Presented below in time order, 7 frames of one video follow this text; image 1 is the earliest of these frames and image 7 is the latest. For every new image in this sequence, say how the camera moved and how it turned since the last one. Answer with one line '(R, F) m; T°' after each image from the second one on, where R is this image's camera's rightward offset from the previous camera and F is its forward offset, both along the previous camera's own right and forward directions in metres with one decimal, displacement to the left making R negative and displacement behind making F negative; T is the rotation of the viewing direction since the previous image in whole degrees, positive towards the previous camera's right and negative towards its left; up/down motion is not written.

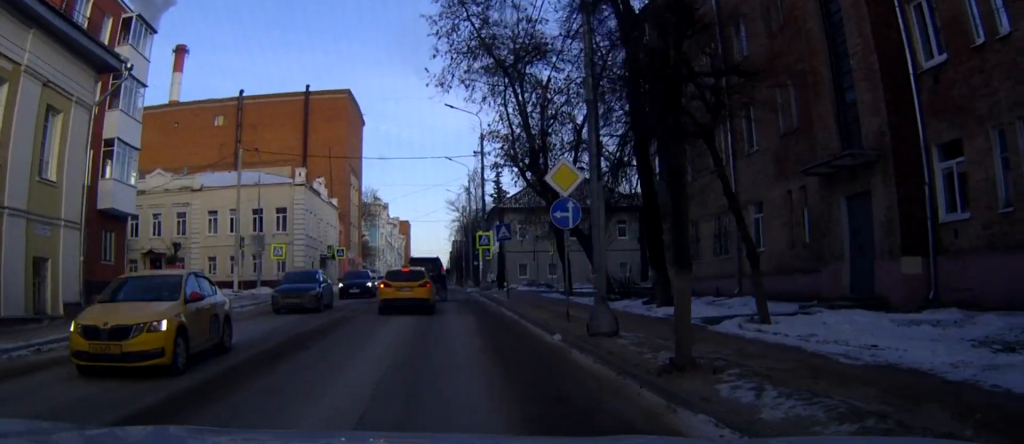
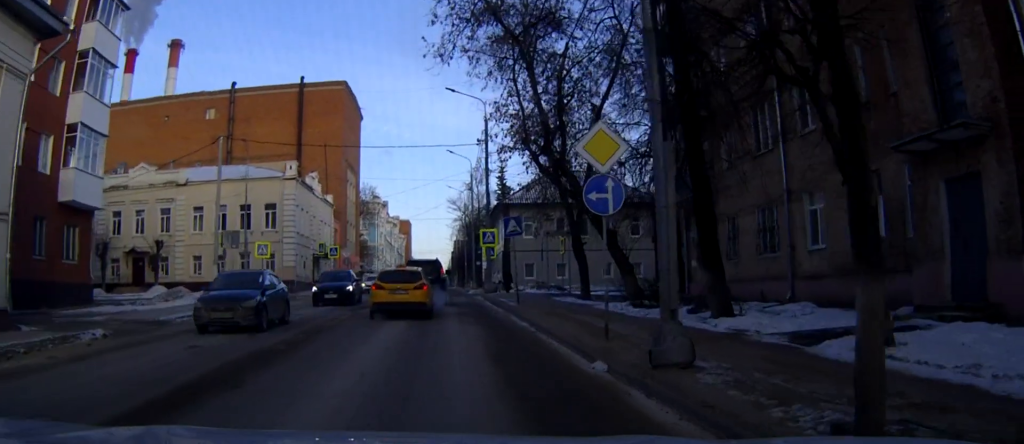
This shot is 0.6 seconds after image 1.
(0.0, +4.1) m; 0°
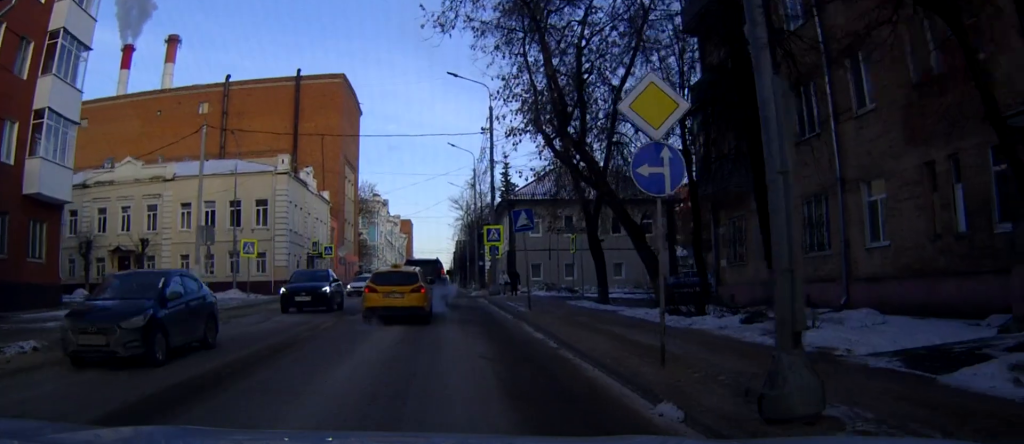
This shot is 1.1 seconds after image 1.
(0.0, +3.2) m; -1°
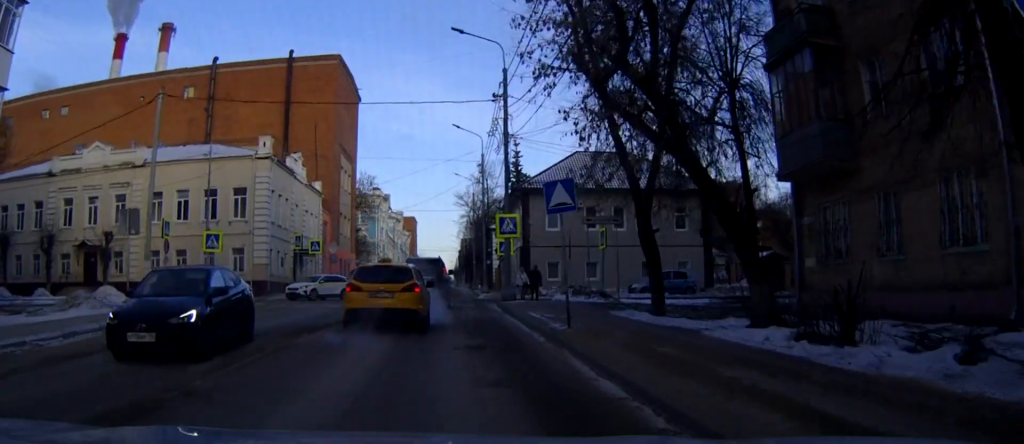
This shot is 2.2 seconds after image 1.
(-0.1, +6.6) m; -1°
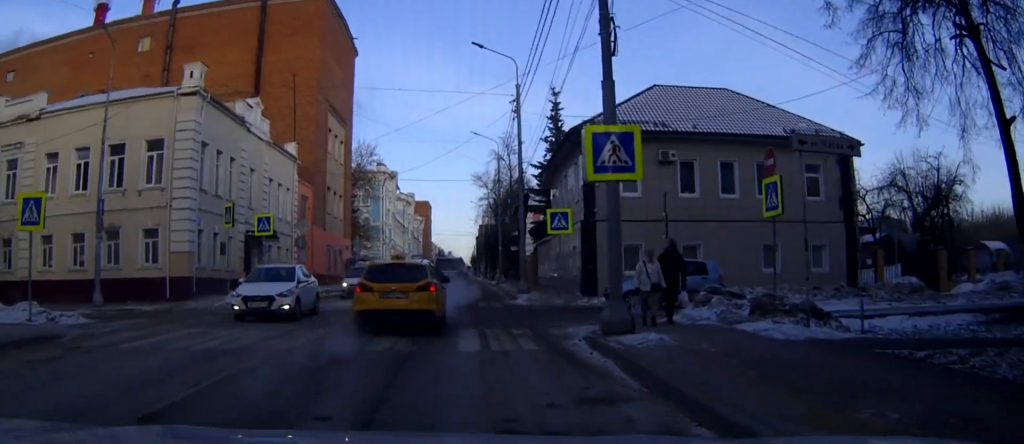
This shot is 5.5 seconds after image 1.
(+1.1, +18.2) m; +6°
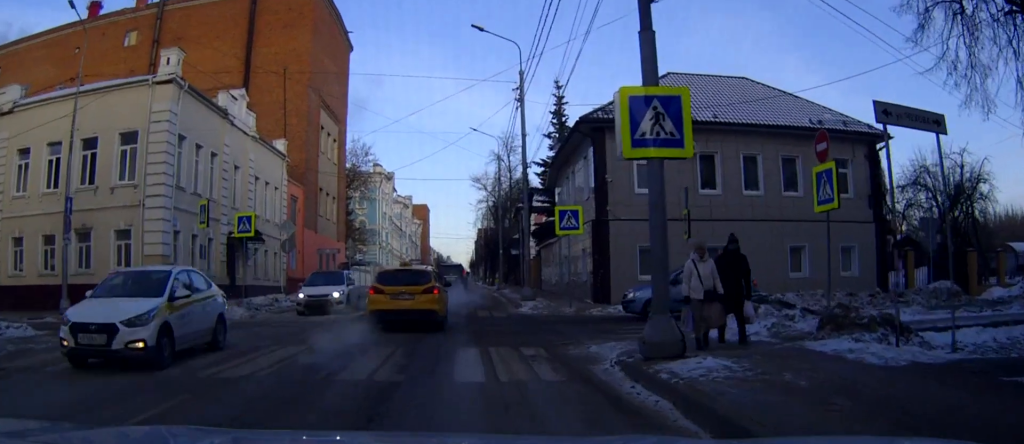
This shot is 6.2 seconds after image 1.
(-0.1, +3.0) m; -1°
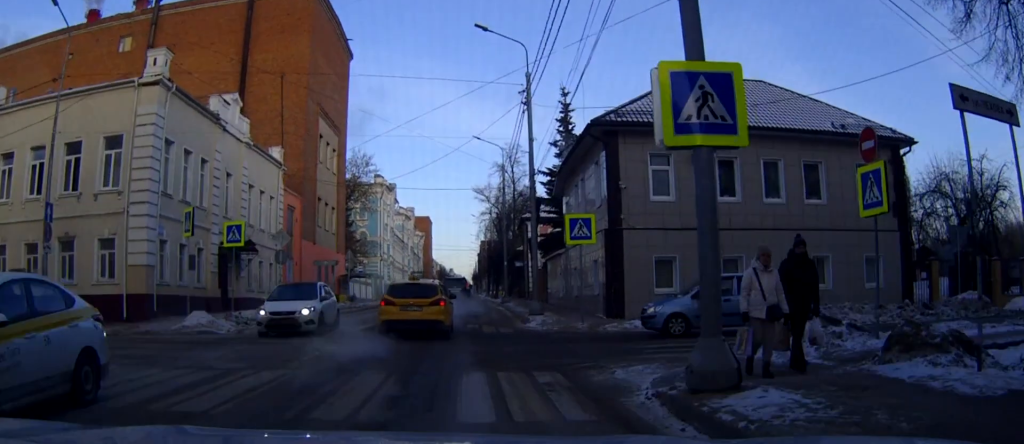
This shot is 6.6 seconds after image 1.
(0.0, +1.6) m; -1°
